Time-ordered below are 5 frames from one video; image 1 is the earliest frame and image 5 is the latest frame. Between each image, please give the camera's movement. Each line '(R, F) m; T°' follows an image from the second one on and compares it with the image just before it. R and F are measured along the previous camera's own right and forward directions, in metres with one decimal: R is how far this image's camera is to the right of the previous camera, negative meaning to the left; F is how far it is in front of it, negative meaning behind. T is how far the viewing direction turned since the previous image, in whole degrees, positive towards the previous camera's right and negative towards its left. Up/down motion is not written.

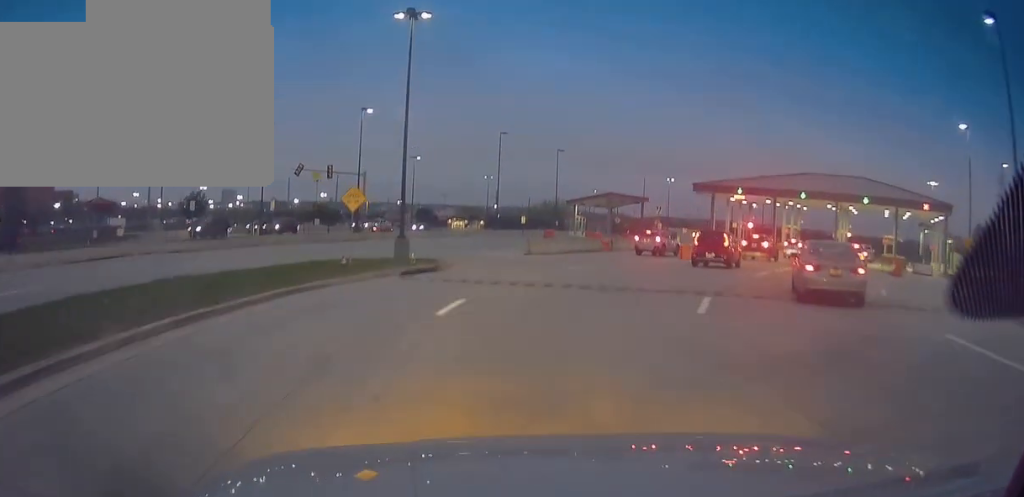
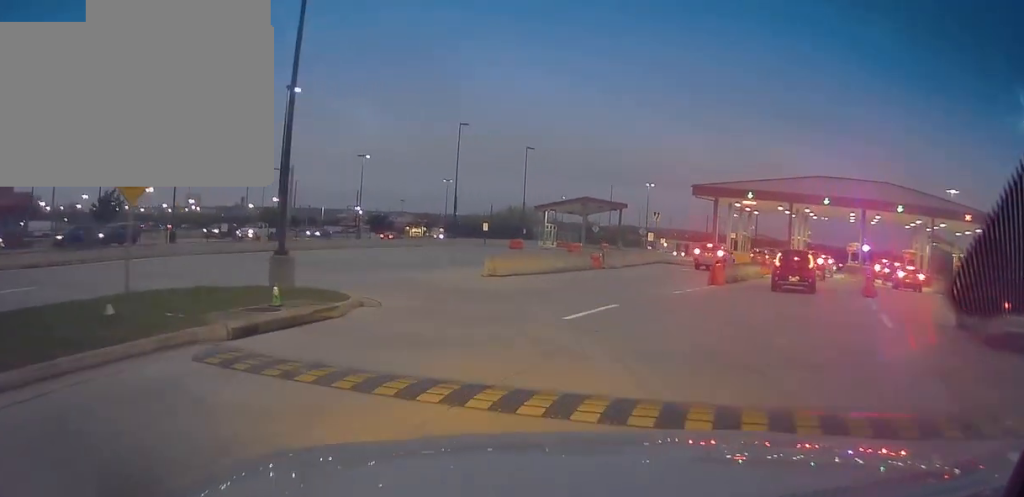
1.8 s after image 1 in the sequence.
(+0.7, +13.5) m; +6°
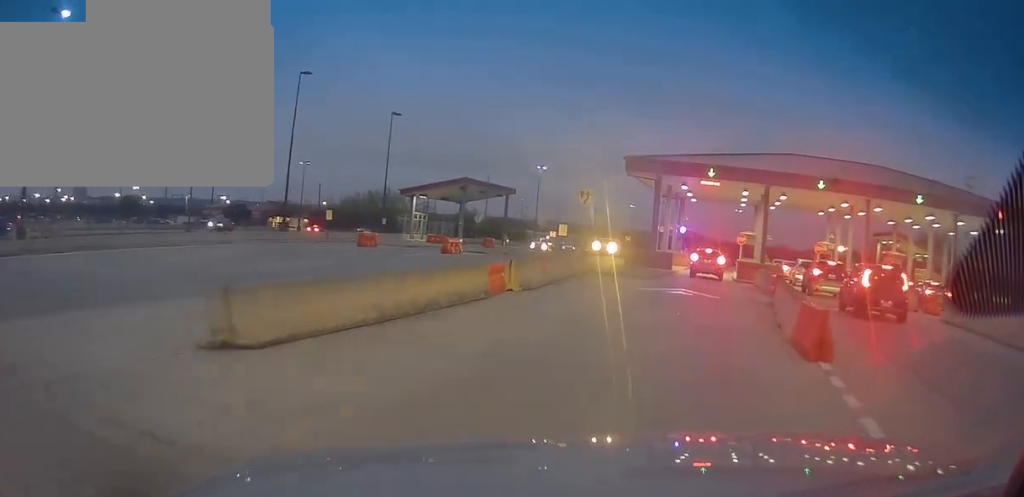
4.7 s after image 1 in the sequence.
(+0.4, +17.0) m; +7°
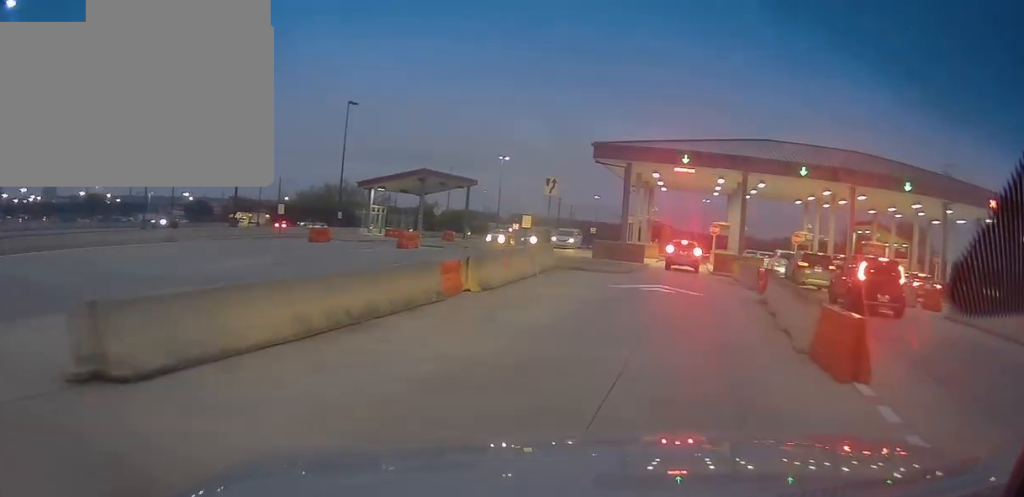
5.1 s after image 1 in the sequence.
(+0.1, +2.4) m; +4°
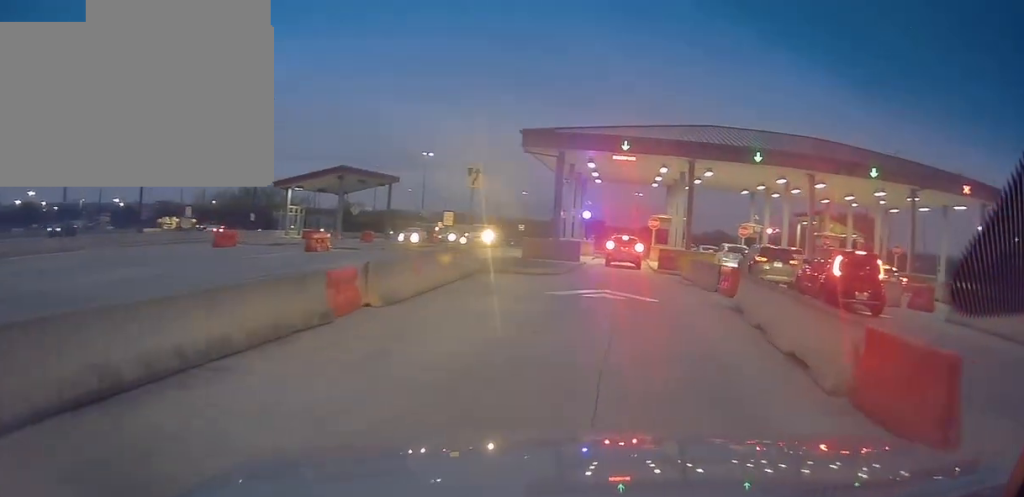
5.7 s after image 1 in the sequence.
(0.0, +3.5) m; +6°
